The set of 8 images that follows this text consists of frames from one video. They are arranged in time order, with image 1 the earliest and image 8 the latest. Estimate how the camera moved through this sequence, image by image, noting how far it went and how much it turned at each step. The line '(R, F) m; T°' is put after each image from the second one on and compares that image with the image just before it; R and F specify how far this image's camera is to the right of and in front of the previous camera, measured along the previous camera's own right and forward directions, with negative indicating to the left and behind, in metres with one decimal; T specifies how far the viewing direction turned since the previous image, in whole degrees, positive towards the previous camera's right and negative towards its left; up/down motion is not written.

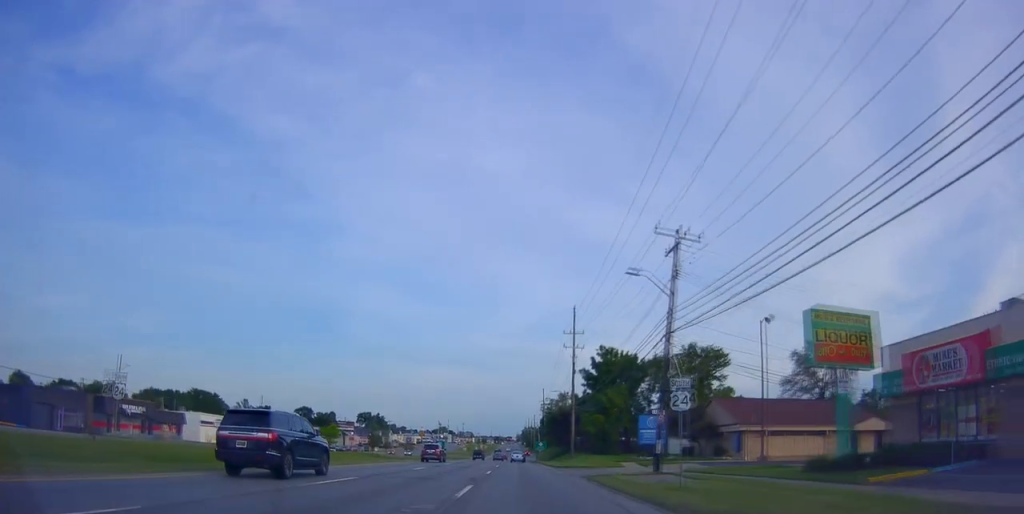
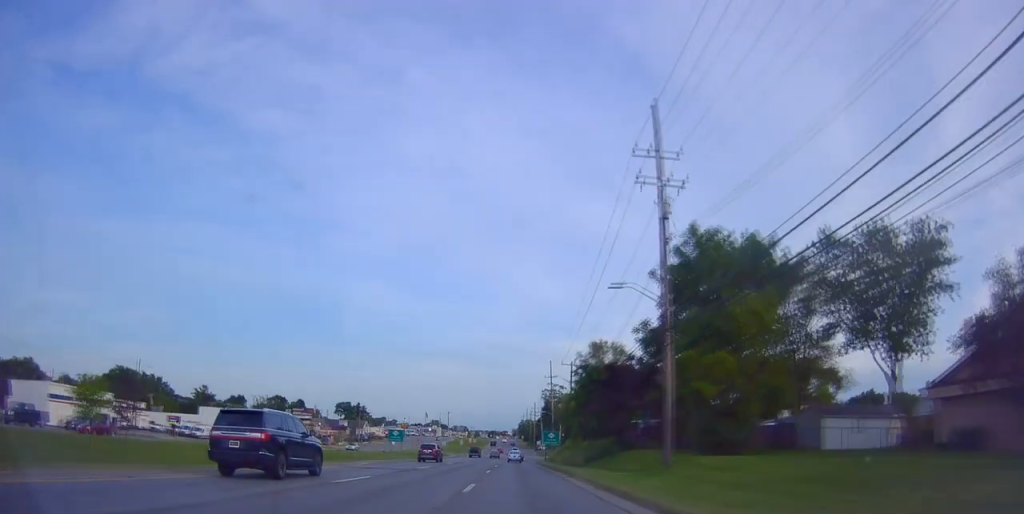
(-0.9, +43.3) m; +1°
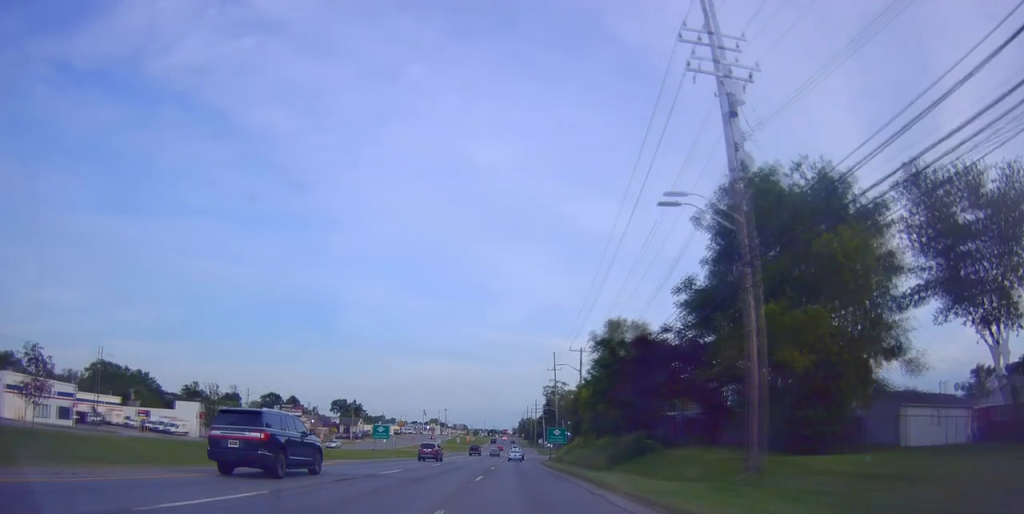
(+0.3, +9.3) m; 0°
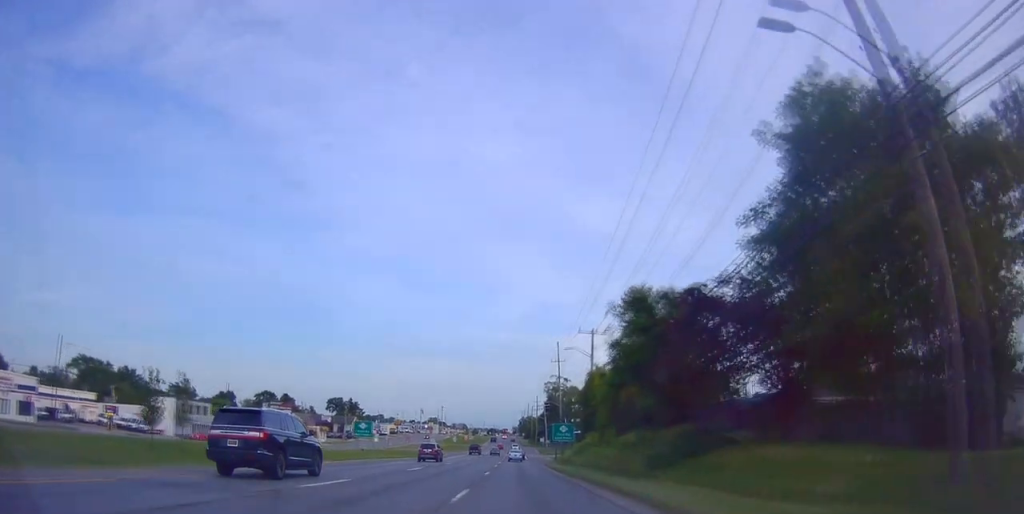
(+0.1, +8.6) m; 0°
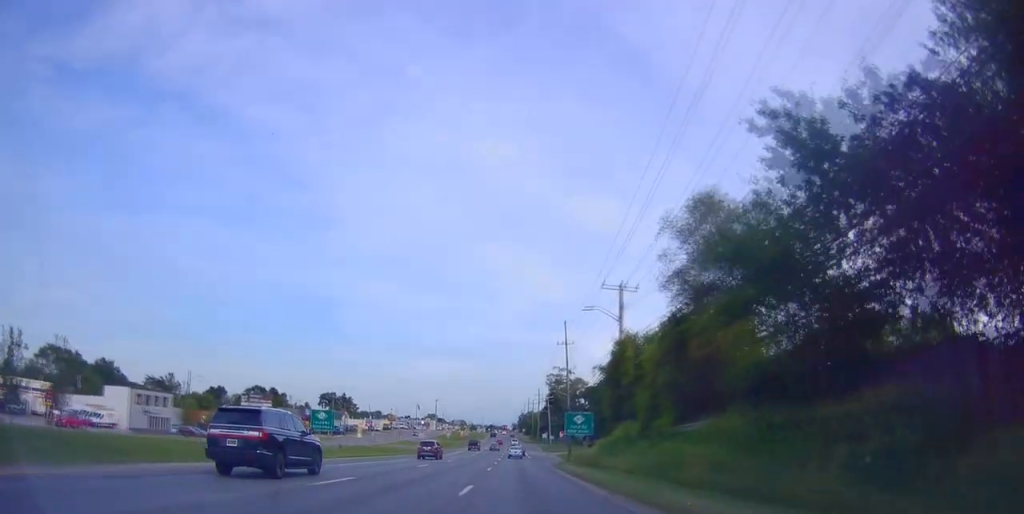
(-0.3, +13.7) m; 0°
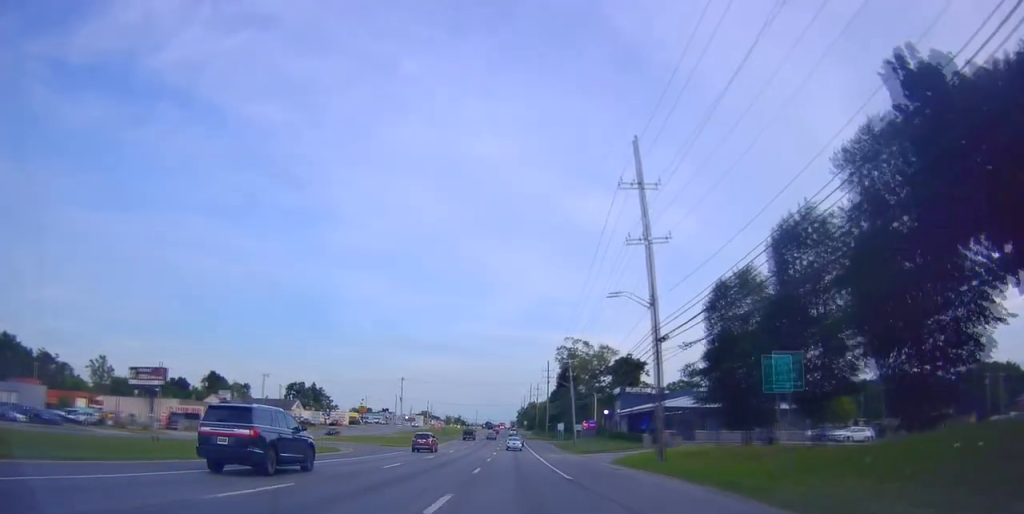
(-0.9, +50.9) m; -3°
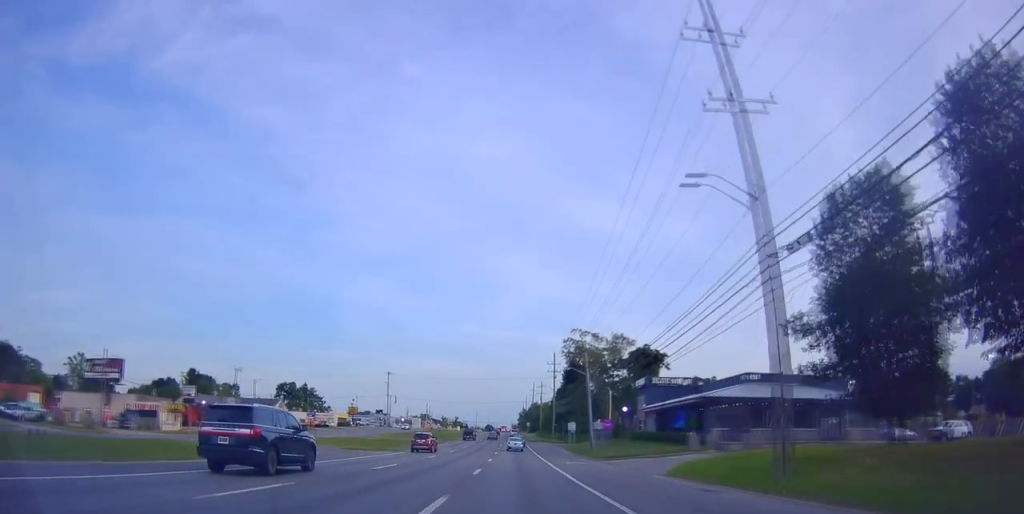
(-0.1, +14.8) m; +1°
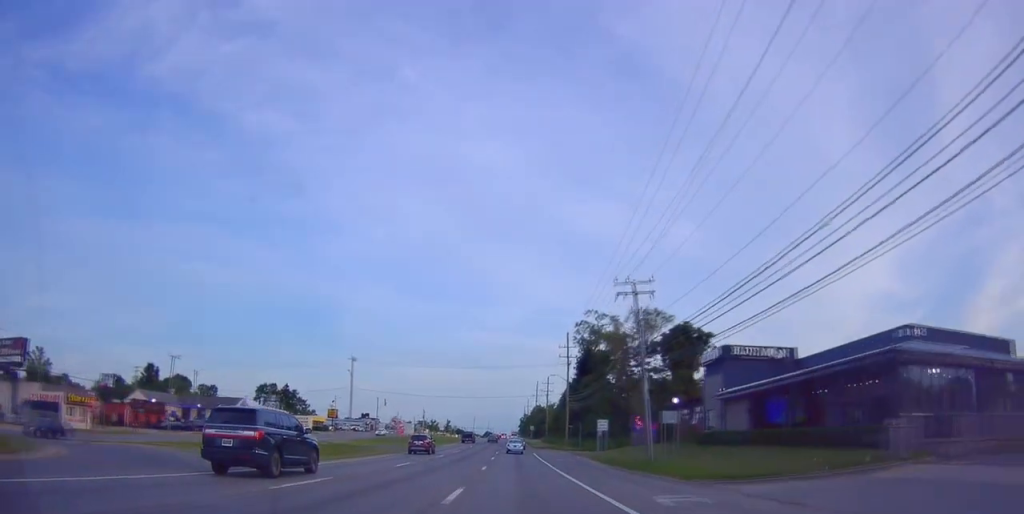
(+0.7, +24.9) m; +2°
